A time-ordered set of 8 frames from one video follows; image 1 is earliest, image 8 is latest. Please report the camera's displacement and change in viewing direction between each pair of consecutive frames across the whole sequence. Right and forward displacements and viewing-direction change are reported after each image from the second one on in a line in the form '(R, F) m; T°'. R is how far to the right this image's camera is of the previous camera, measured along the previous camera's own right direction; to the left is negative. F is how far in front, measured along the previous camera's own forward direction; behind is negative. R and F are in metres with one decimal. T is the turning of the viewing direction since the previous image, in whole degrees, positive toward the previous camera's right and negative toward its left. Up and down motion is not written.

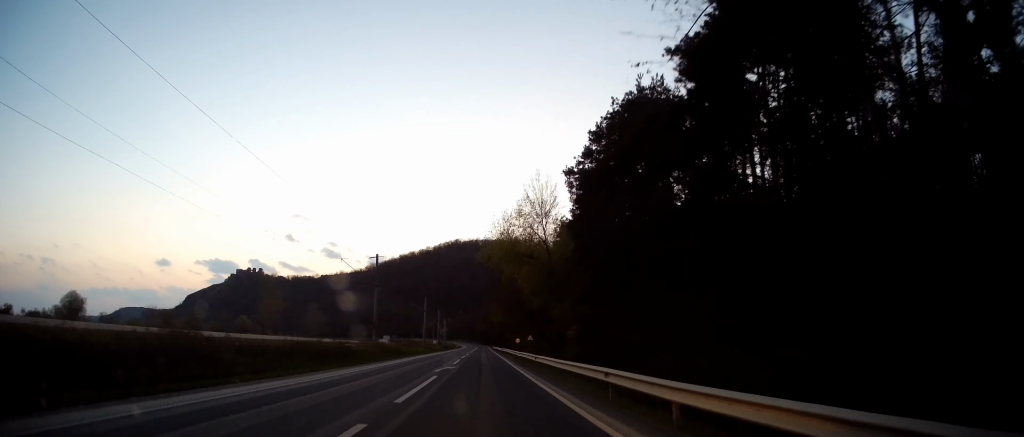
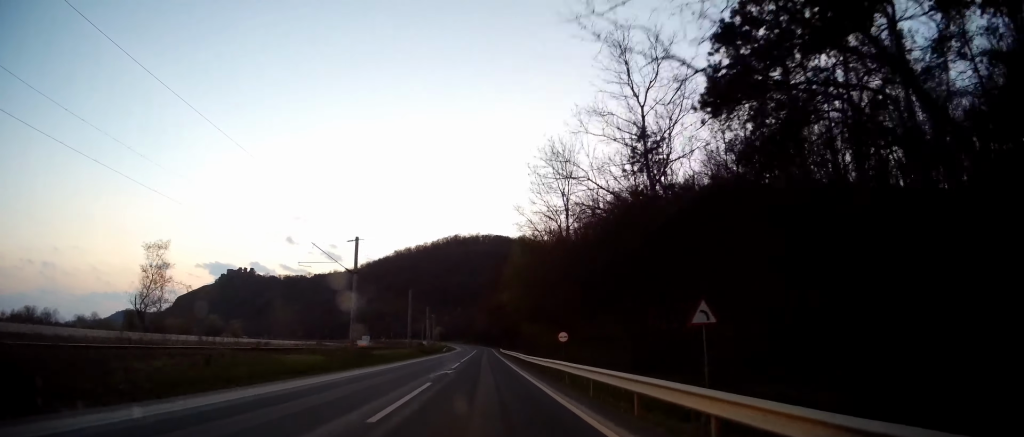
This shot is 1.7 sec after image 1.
(-0.7, +48.2) m; -1°
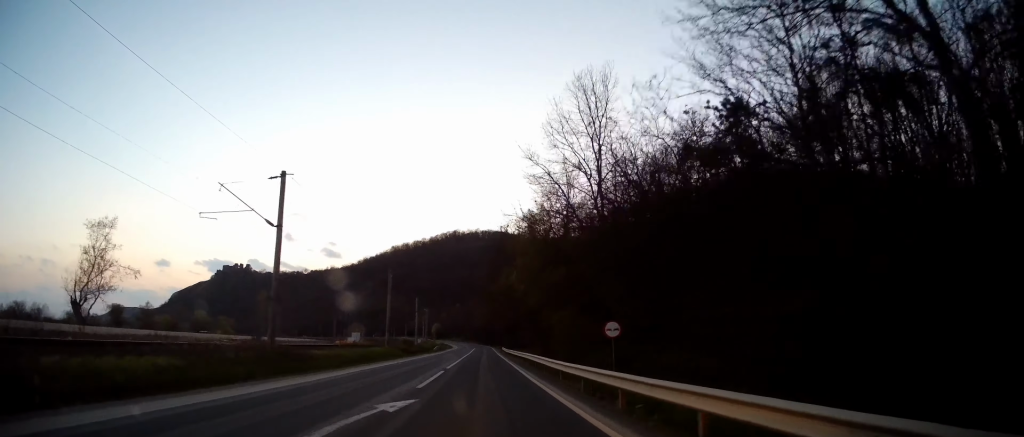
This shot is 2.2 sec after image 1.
(0.0, +15.1) m; 0°
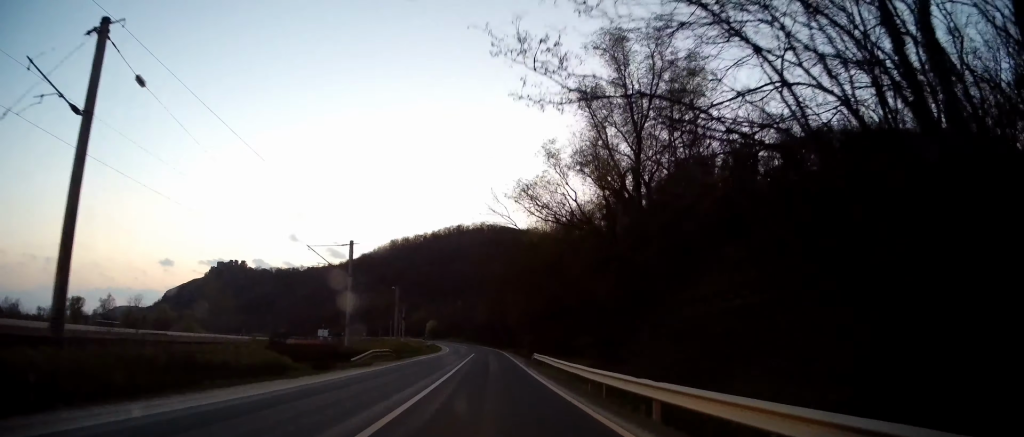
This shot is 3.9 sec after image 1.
(+0.2, +45.8) m; -1°
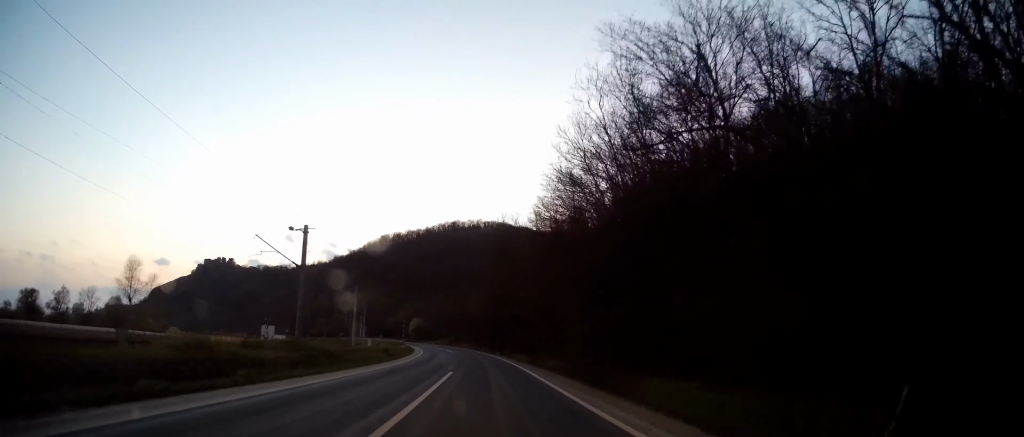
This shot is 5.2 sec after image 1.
(-0.3, +37.0) m; +1°
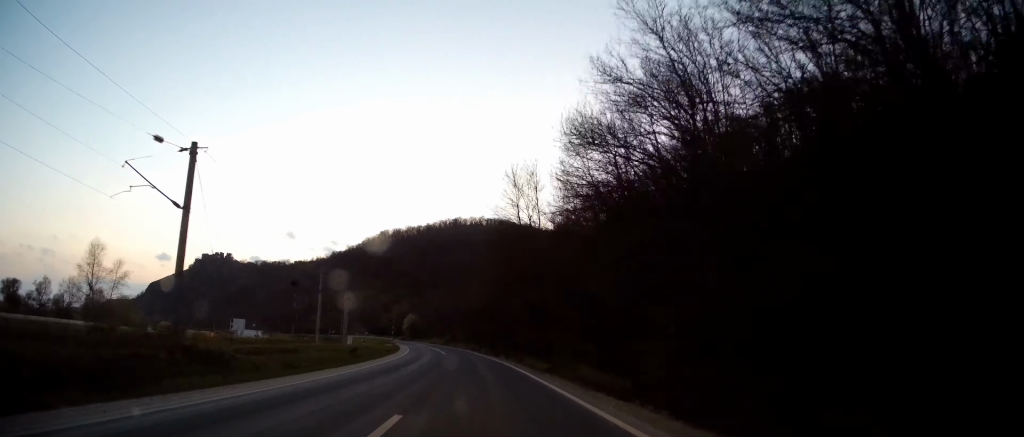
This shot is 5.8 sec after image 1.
(+0.4, +15.6) m; 0°
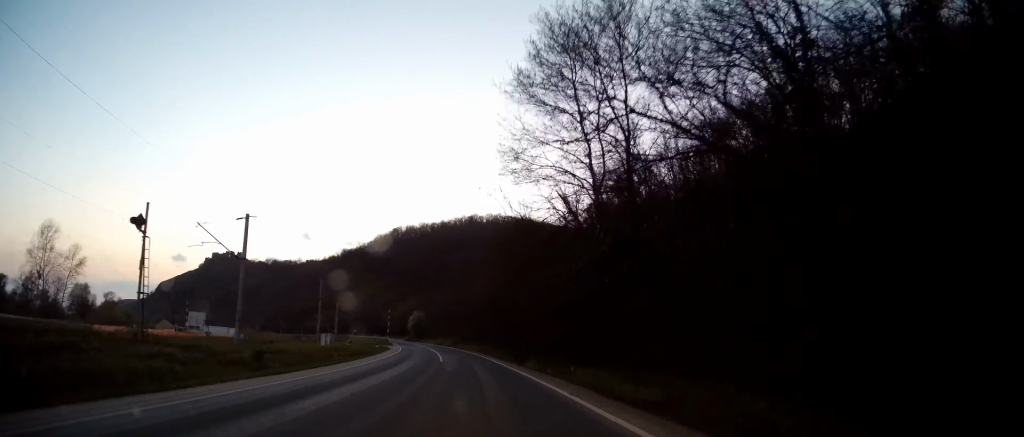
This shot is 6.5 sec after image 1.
(-0.4, +21.0) m; -1°
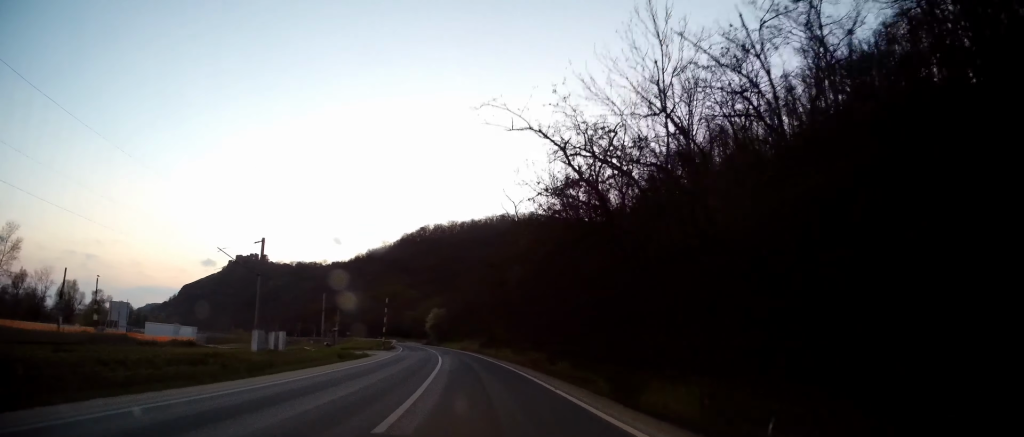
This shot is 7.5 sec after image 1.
(-0.2, +26.3) m; -2°
